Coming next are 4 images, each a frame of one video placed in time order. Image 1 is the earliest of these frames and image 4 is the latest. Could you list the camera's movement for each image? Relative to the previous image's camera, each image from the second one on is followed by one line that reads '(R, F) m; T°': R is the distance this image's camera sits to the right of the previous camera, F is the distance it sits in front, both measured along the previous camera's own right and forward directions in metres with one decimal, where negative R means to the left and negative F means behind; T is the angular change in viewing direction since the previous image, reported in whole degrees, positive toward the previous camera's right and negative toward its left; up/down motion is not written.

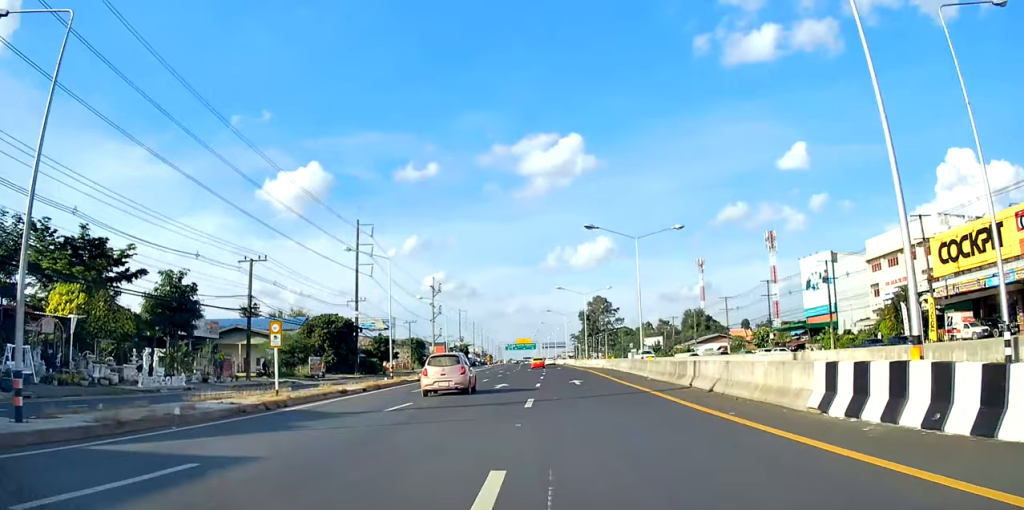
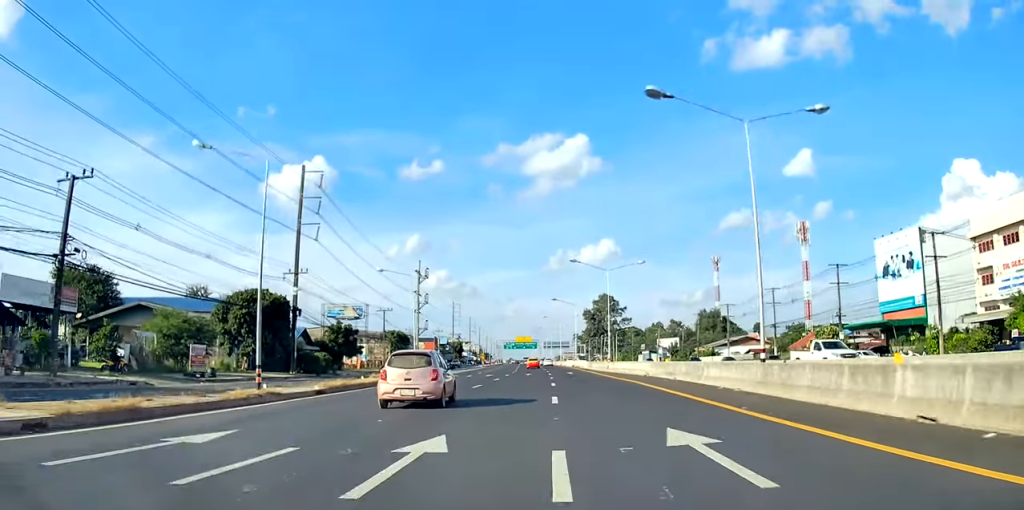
(-0.1, +23.4) m; 0°
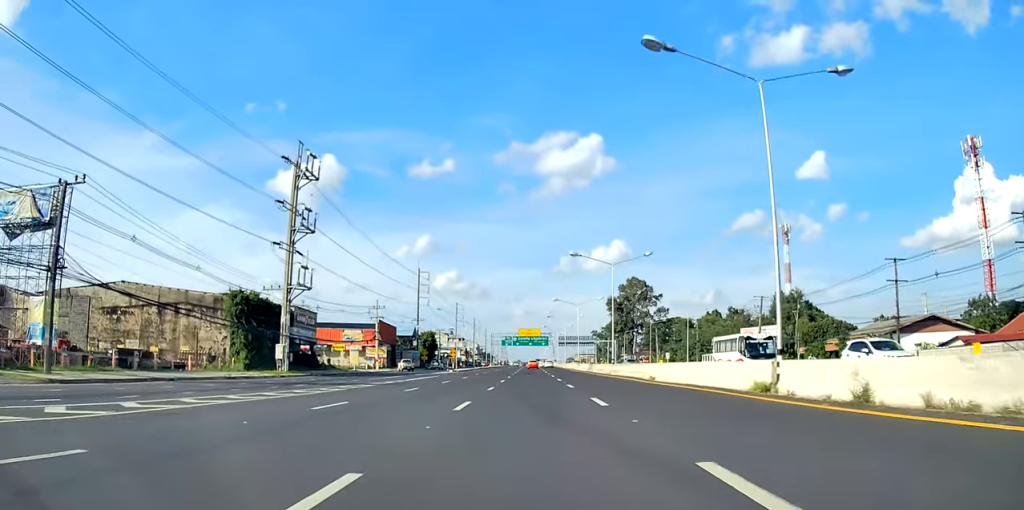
(-1.4, +76.3) m; -1°
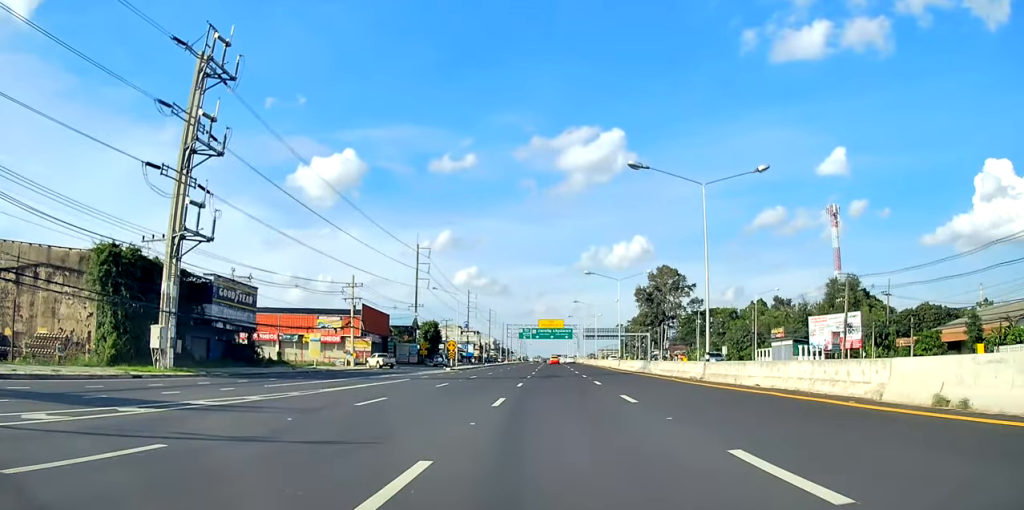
(+0.3, +23.9) m; 0°
